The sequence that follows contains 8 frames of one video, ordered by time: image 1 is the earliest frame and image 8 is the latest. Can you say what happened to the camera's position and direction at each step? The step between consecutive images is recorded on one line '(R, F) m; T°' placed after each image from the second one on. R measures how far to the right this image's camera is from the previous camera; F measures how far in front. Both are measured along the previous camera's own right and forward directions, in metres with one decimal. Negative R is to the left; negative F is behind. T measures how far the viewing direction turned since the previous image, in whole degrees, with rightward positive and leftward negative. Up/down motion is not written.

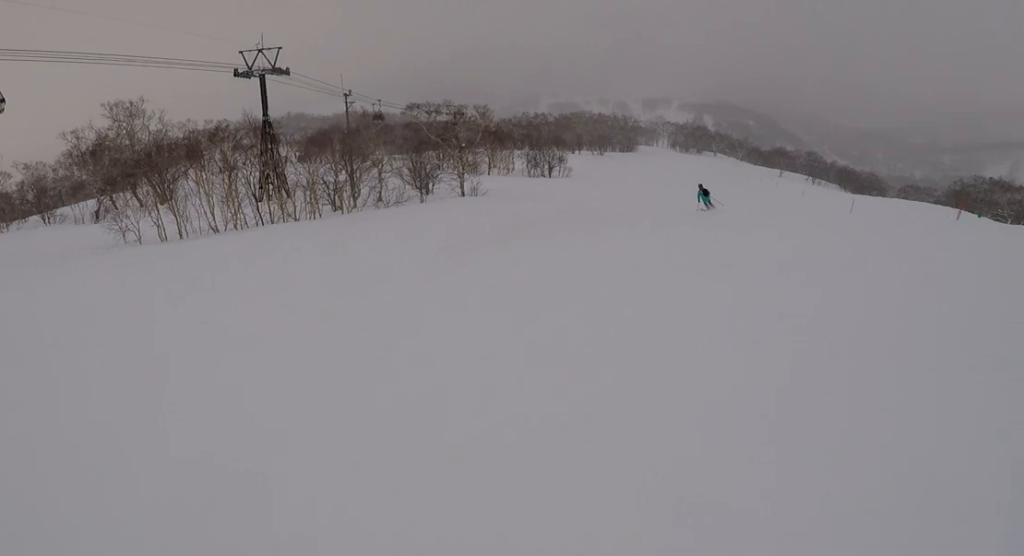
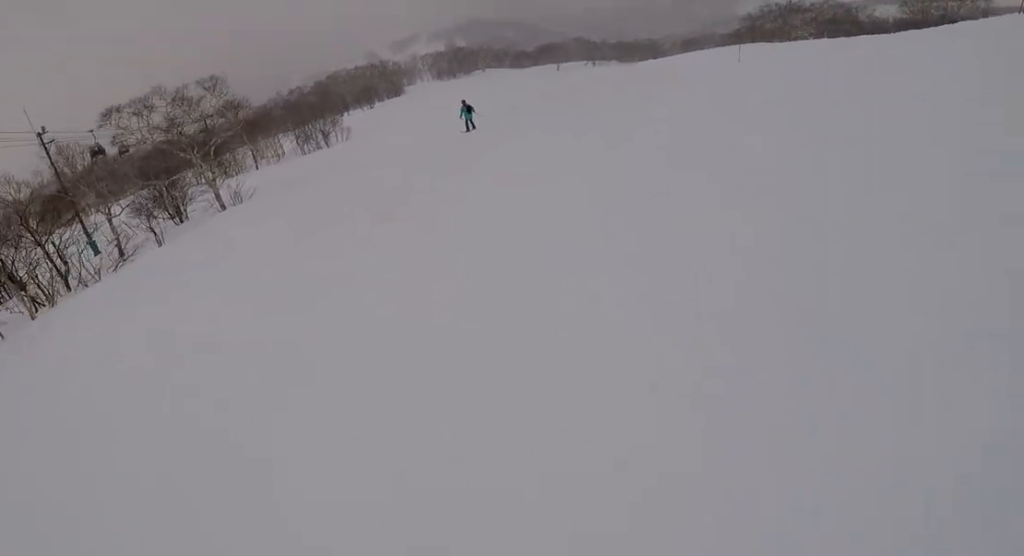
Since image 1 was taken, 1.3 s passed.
(+2.2, +13.9) m; +11°
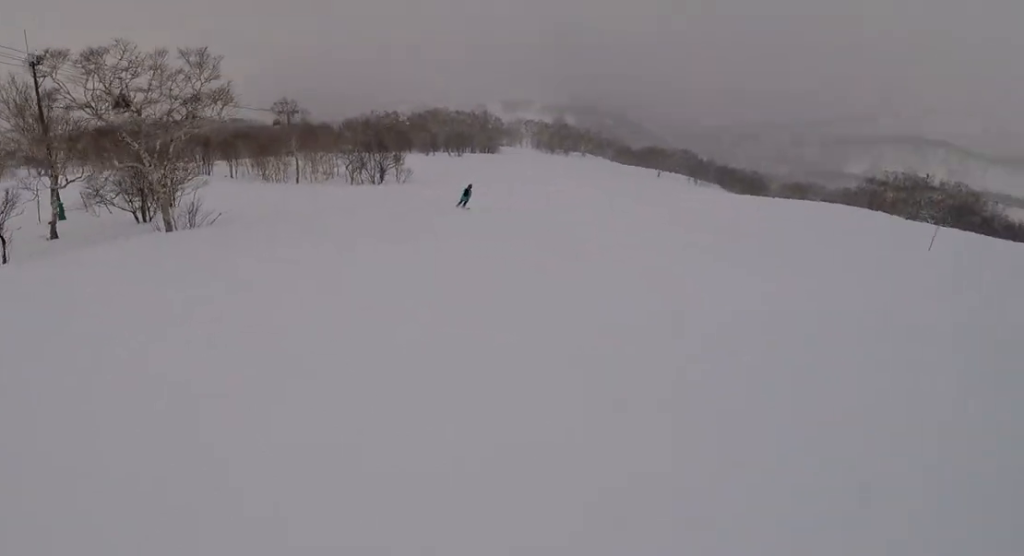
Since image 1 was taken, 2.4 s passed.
(+0.1, +12.6) m; -4°
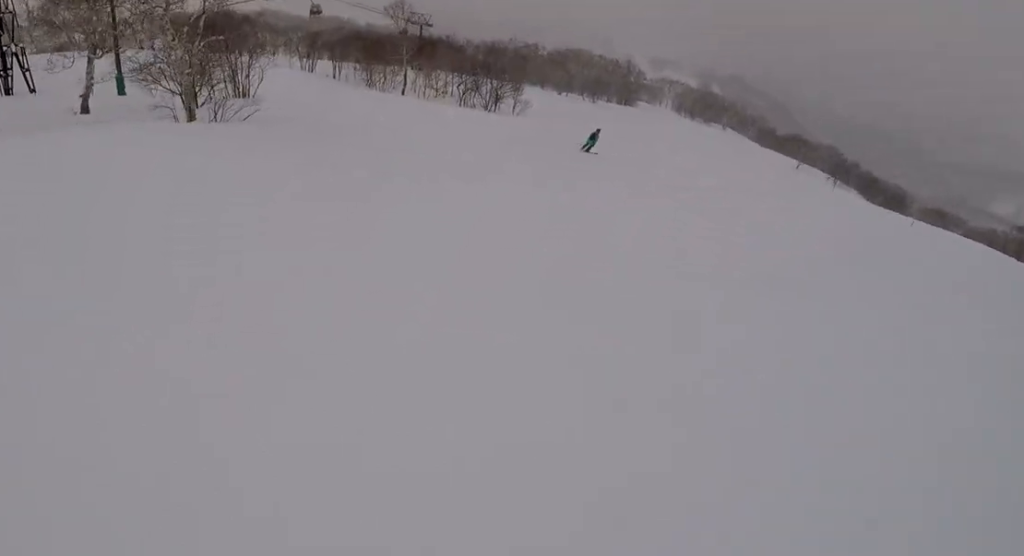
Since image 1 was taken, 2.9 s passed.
(-0.1, +5.9) m; -4°
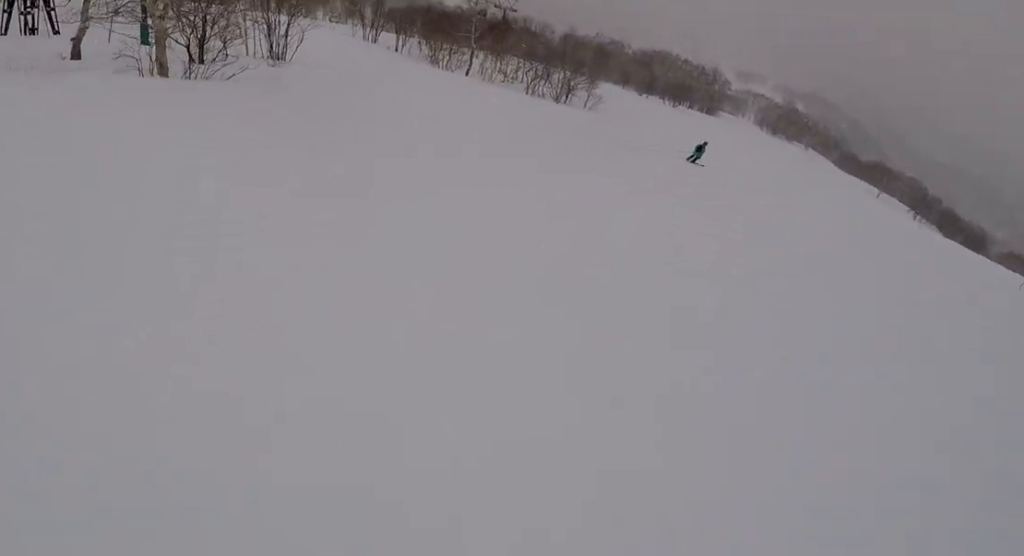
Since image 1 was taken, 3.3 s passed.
(-0.3, +5.6) m; +1°
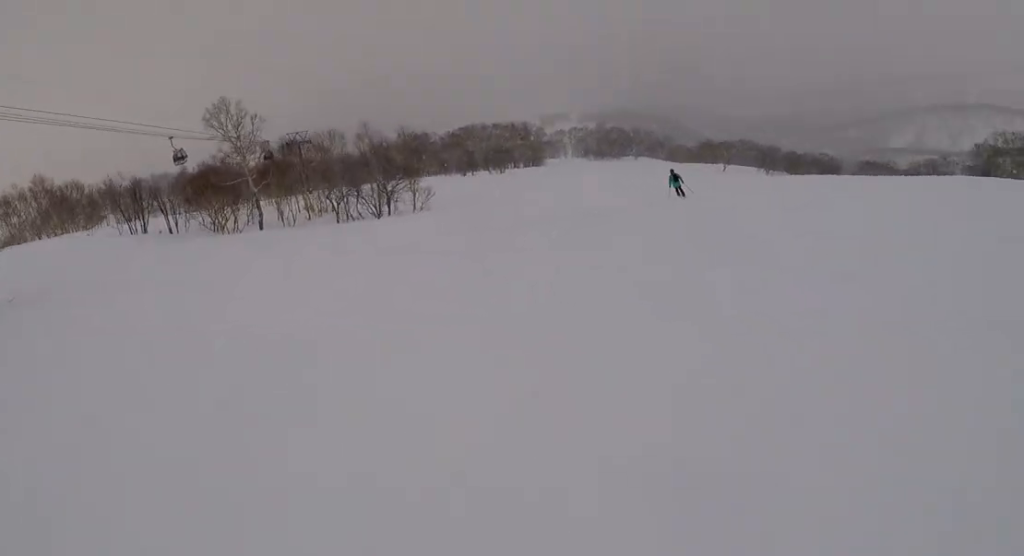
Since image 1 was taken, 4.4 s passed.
(+0.1, +12.8) m; +8°
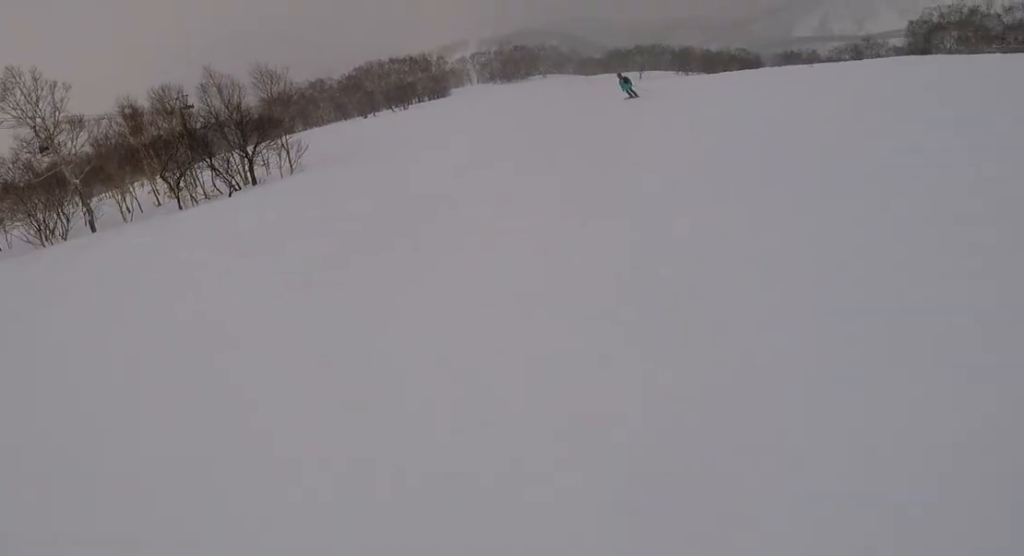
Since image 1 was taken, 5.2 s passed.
(+0.9, +10.1) m; +7°
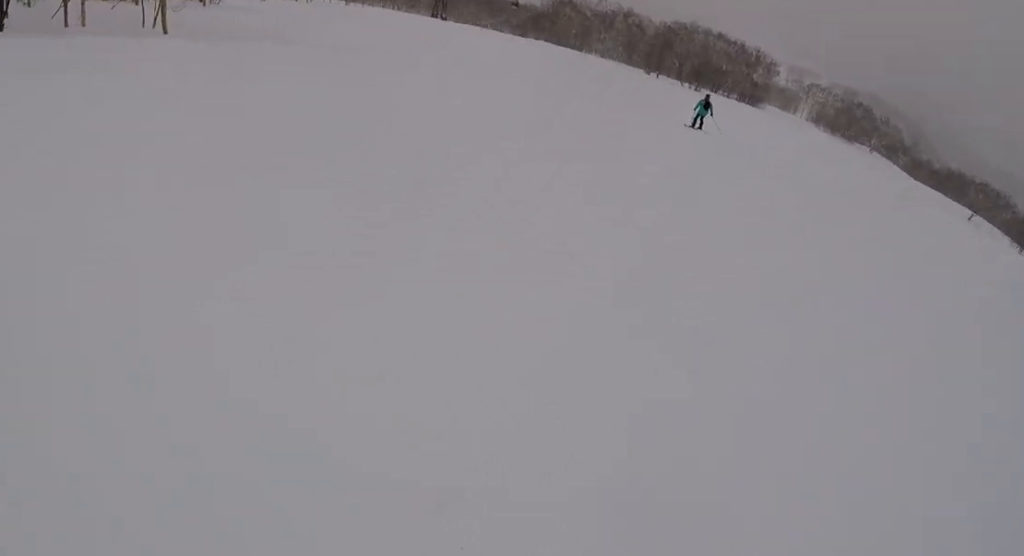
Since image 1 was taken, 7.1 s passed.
(-2.8, +23.7) m; -16°
